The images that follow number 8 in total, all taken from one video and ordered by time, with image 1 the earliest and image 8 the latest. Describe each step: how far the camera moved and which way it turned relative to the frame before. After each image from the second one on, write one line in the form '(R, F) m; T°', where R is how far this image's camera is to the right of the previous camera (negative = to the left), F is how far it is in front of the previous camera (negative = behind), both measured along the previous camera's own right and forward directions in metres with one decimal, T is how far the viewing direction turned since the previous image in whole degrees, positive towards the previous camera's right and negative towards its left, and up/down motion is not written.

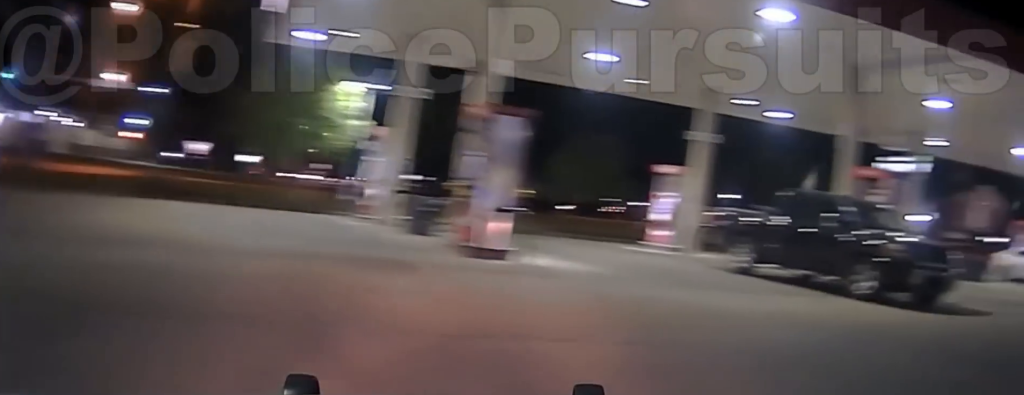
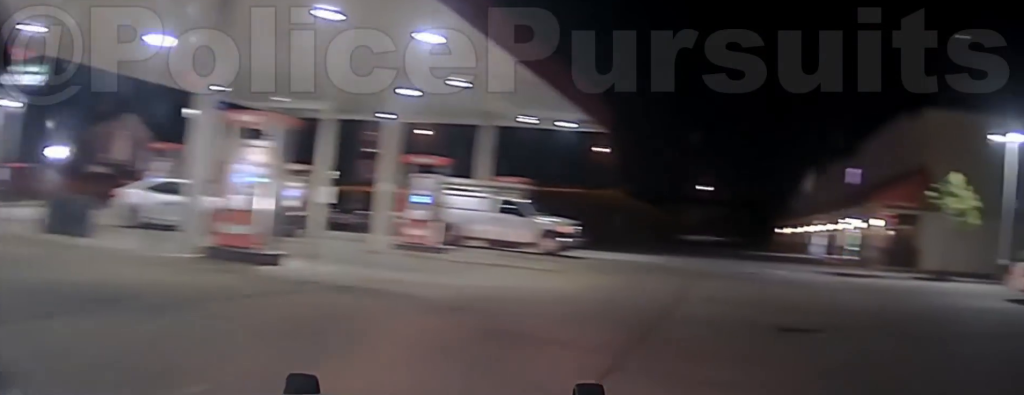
(+3.3, +9.9) m; +41°
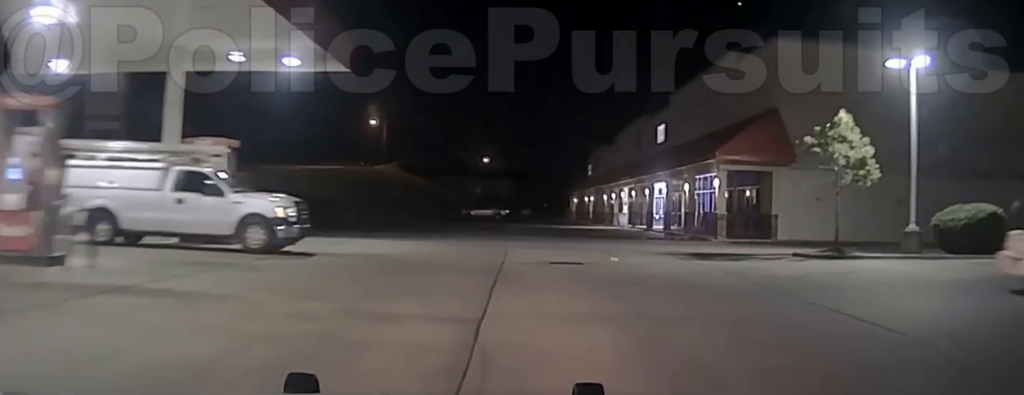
(+3.0, +9.7) m; +24°
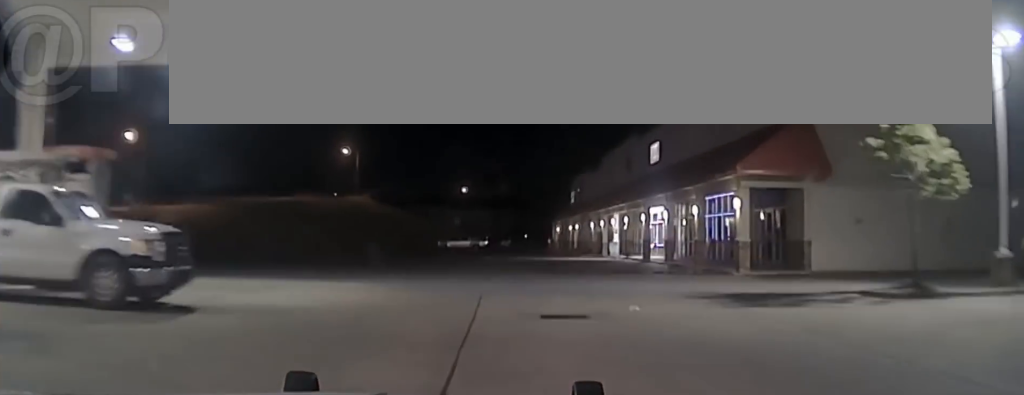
(+0.8, +7.1) m; +2°
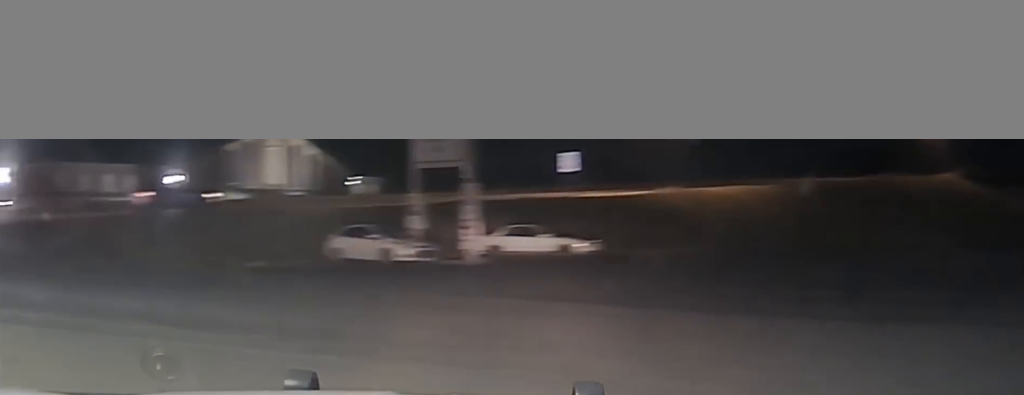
(-3.2, +22.0) m; -36°
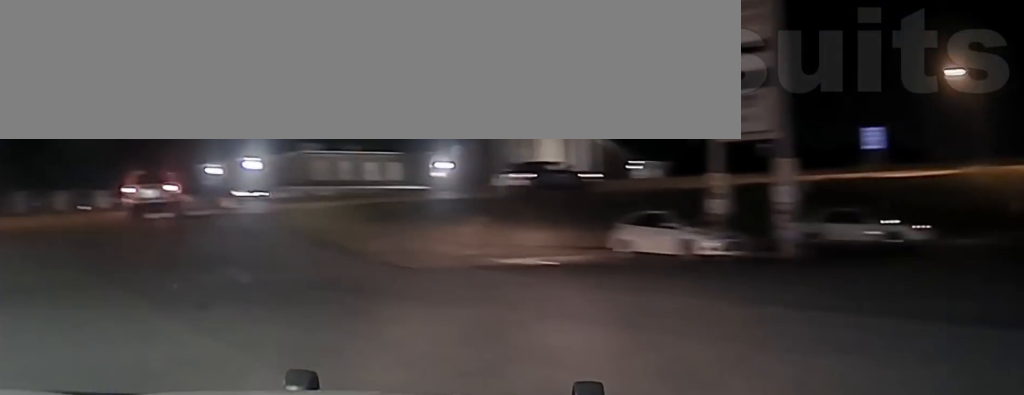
(-0.7, +5.4) m; -17°
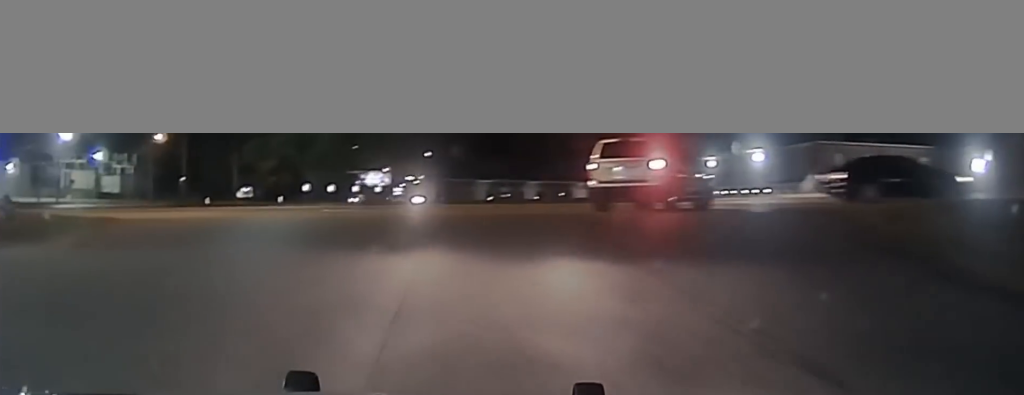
(-3.7, +12.1) m; -25°
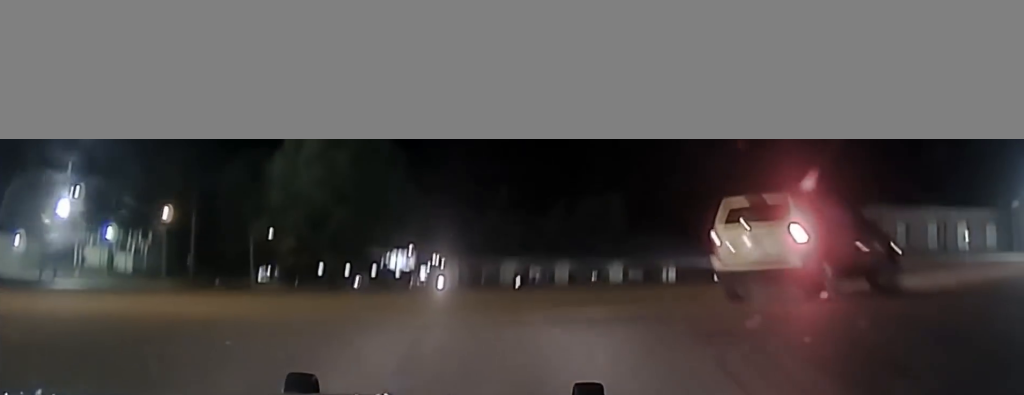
(-0.3, +5.9) m; -6°
